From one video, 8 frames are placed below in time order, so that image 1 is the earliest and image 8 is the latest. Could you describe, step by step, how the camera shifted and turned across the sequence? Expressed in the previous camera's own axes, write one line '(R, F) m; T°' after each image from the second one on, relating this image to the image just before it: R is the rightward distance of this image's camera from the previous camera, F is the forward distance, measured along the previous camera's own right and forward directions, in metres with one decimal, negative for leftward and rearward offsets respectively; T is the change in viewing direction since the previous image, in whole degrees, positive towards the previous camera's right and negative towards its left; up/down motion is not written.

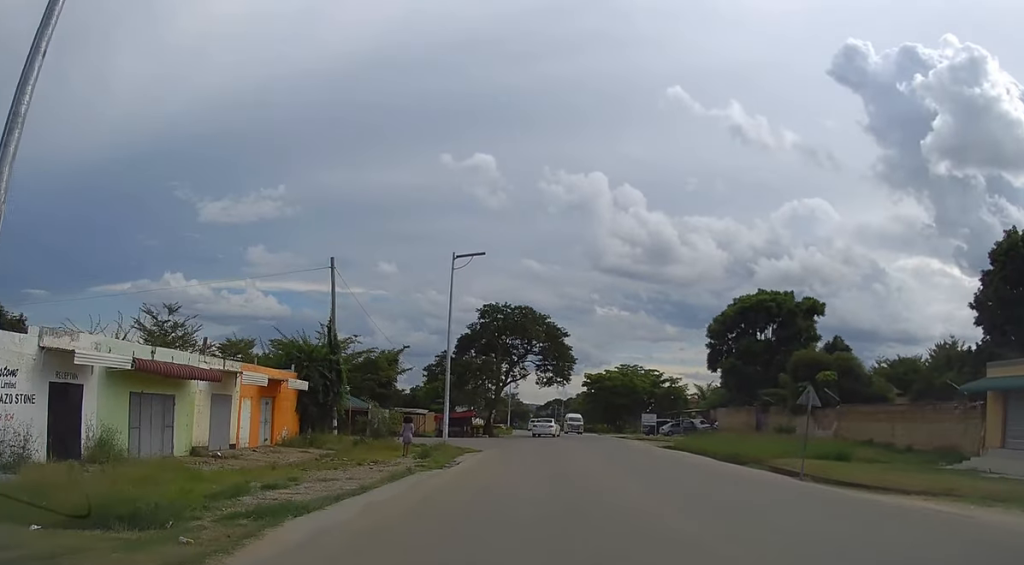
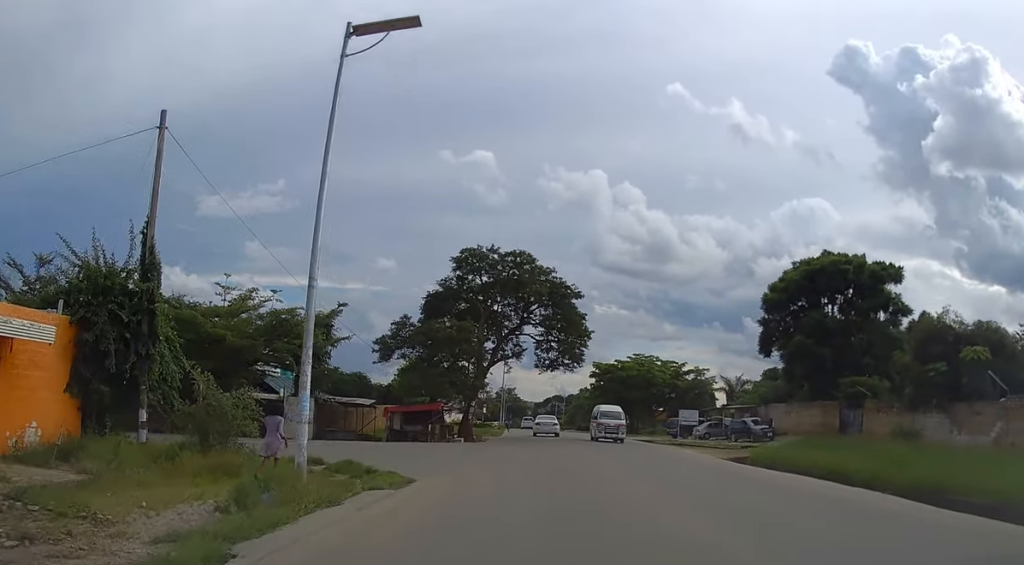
(-0.3, +17.5) m; -1°
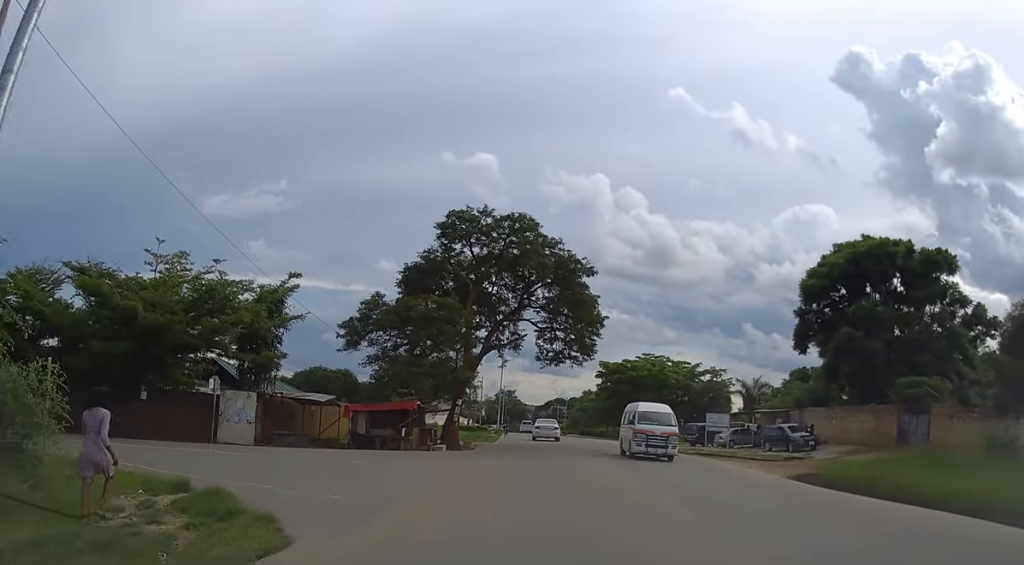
(-0.1, +7.7) m; -1°
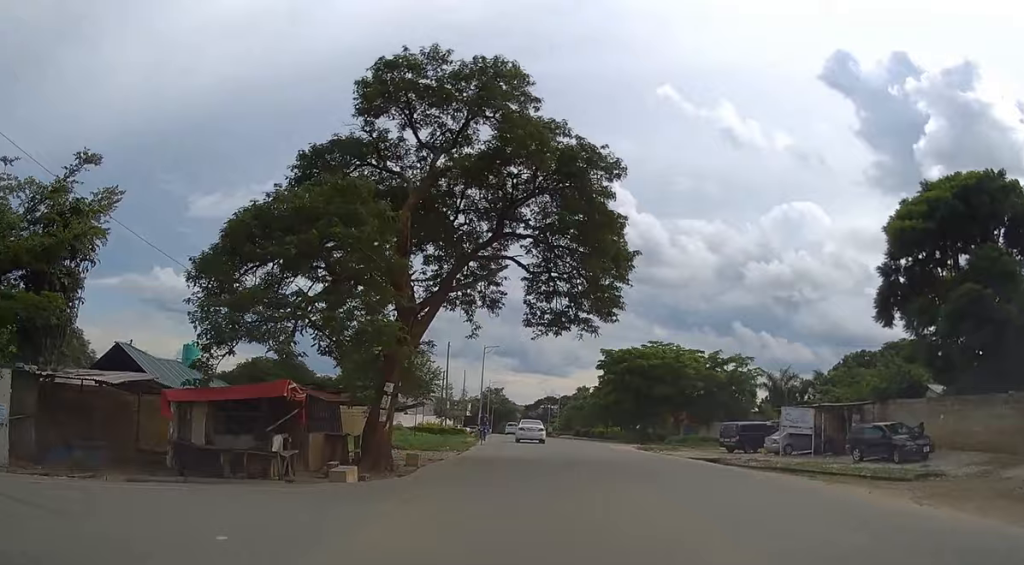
(0.0, +14.1) m; +1°
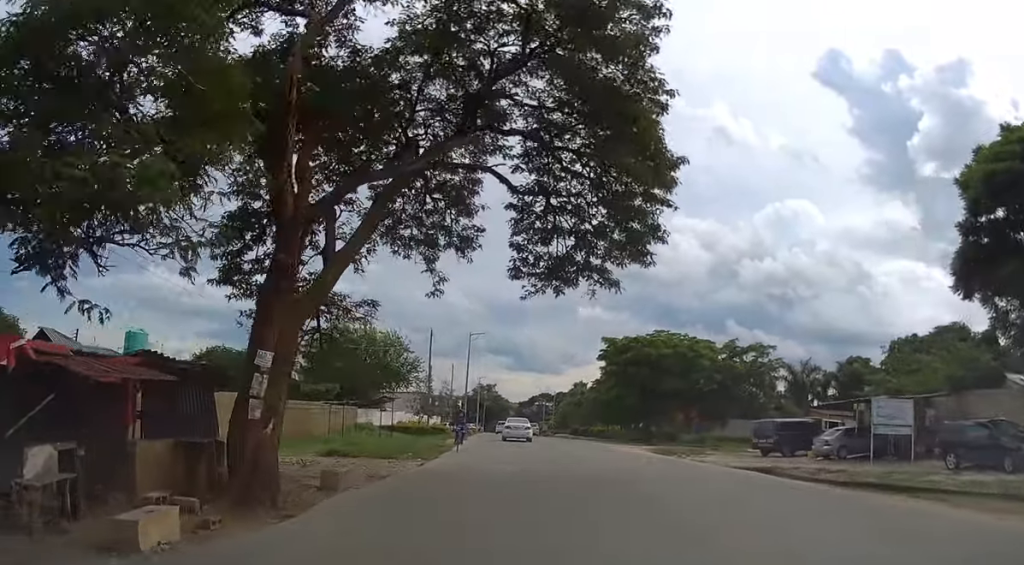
(+0.2, +8.2) m; +1°
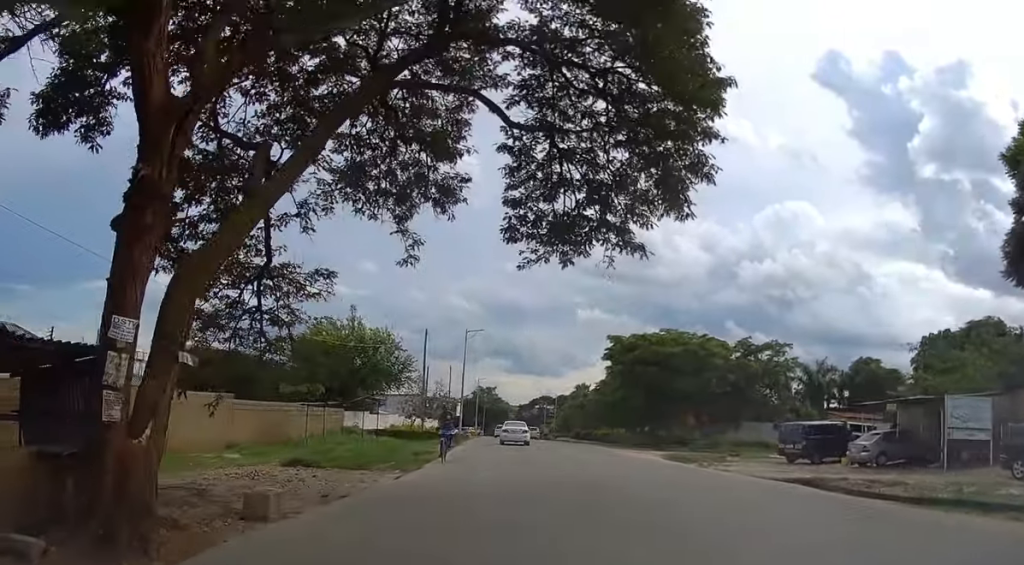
(0.0, +3.9) m; -1°
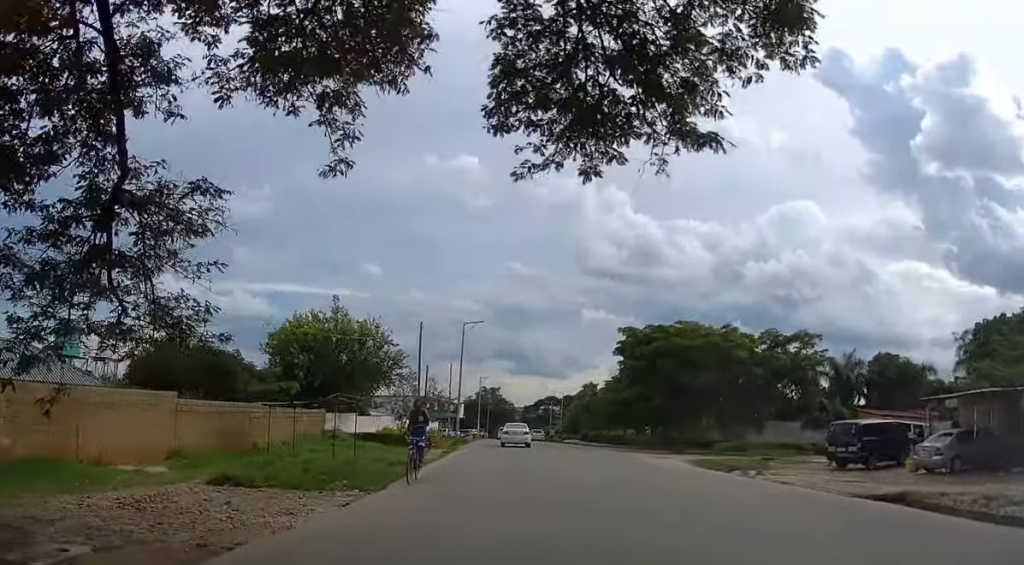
(0.0, +5.3) m; -1°
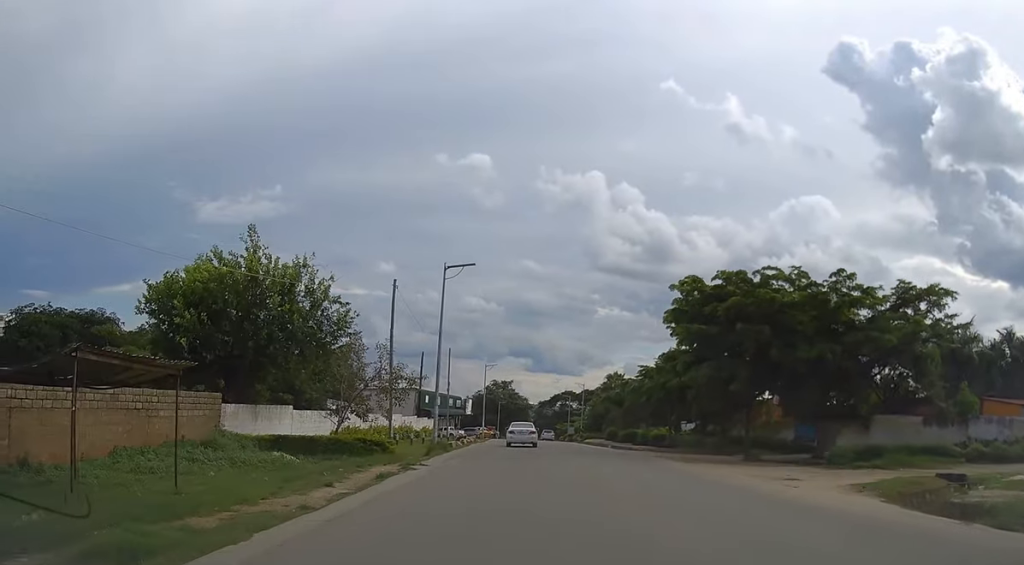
(0.0, +16.3) m; 0°
